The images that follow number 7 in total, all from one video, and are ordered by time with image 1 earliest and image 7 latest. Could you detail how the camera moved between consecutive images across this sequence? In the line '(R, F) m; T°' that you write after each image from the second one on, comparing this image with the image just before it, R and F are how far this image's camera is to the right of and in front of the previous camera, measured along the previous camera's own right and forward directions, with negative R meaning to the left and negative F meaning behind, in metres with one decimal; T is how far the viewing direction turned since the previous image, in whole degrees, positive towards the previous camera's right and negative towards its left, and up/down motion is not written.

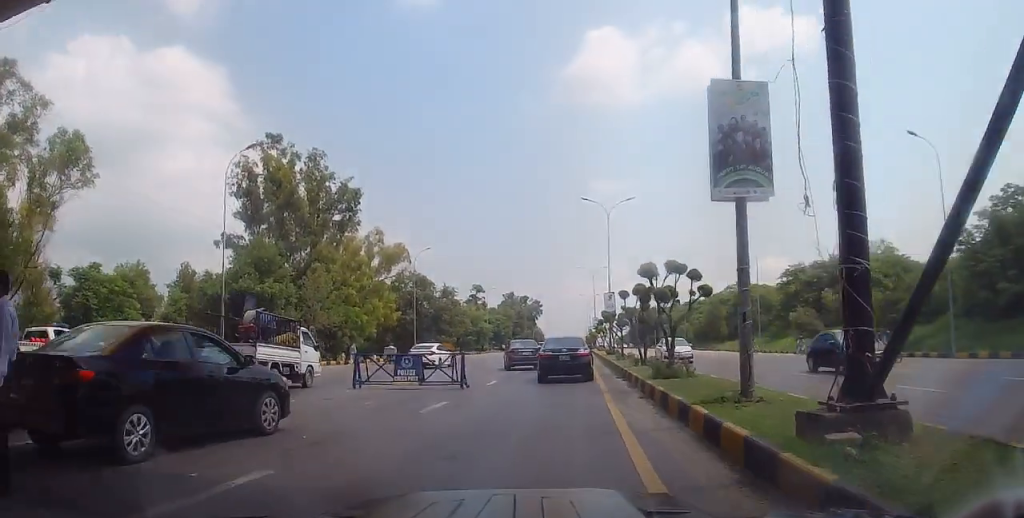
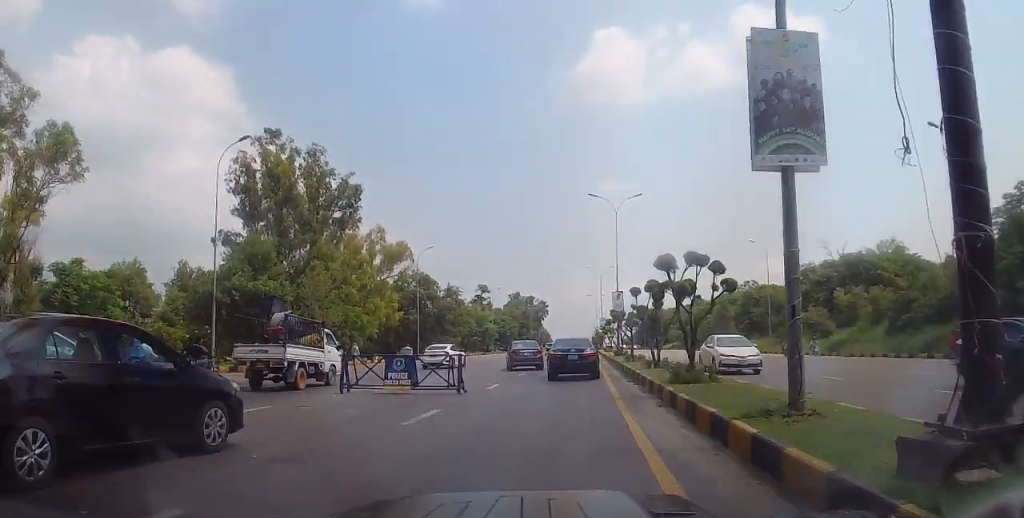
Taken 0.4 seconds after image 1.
(-0.1, +1.5) m; -2°
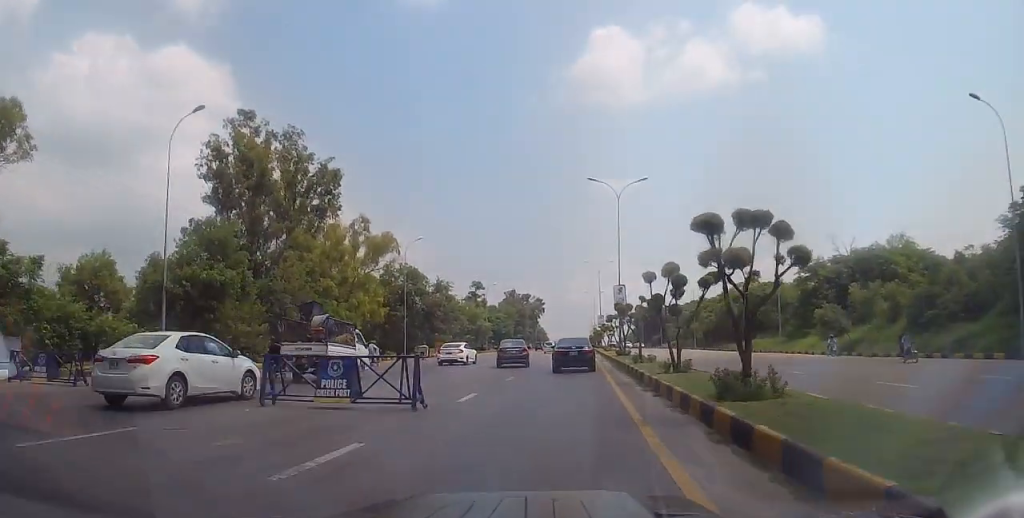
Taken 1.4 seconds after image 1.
(-0.1, +3.8) m; -1°
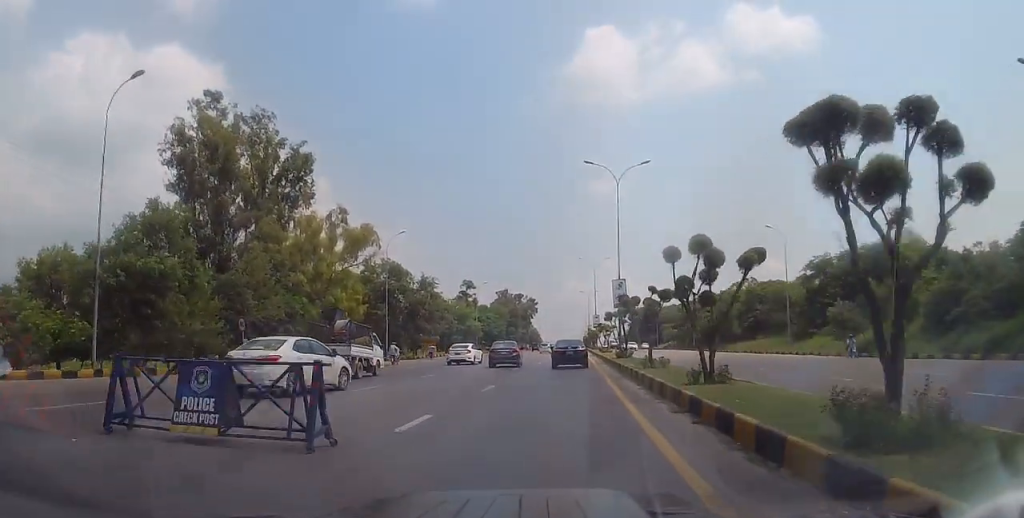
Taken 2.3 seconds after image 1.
(0.0, +4.1) m; +3°
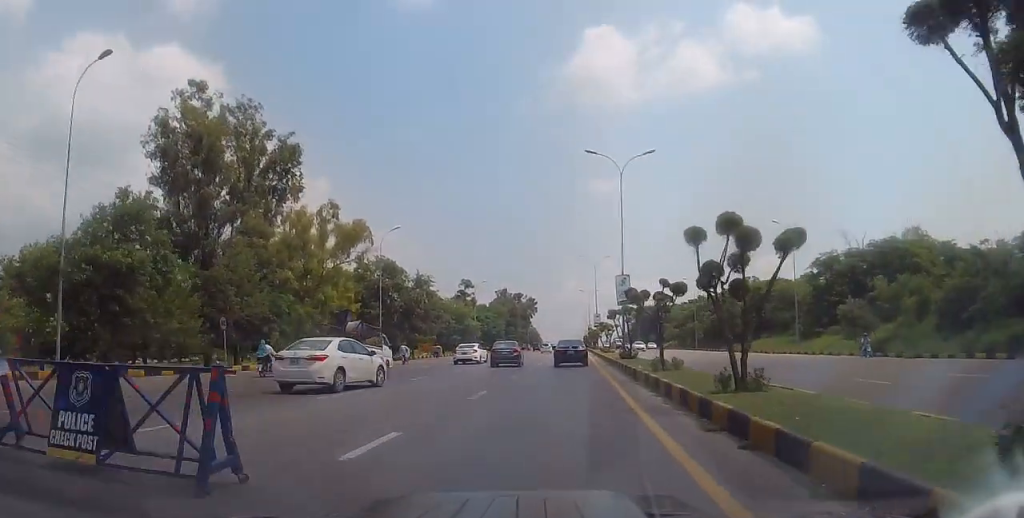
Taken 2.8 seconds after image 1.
(-0.1, +2.2) m; +3°
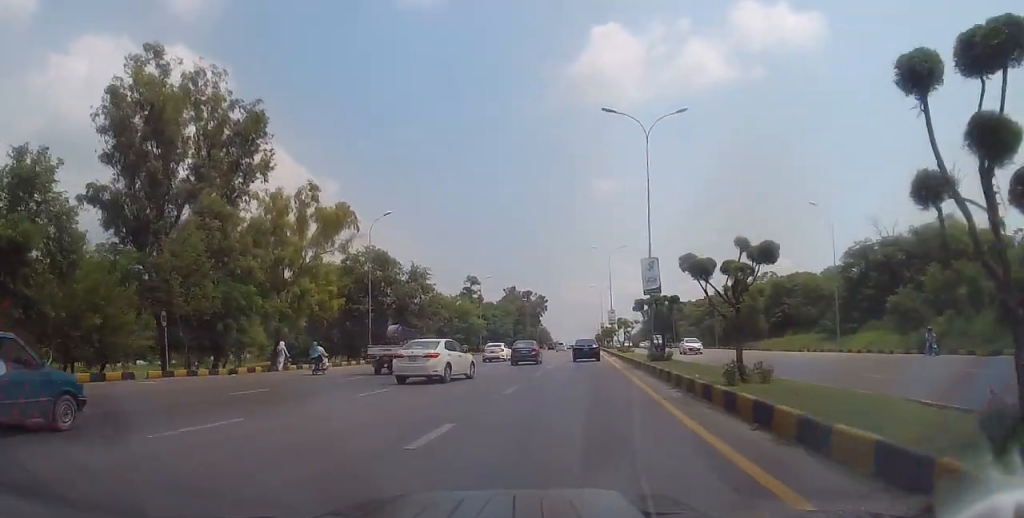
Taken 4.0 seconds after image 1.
(+0.3, +7.0) m; -4°
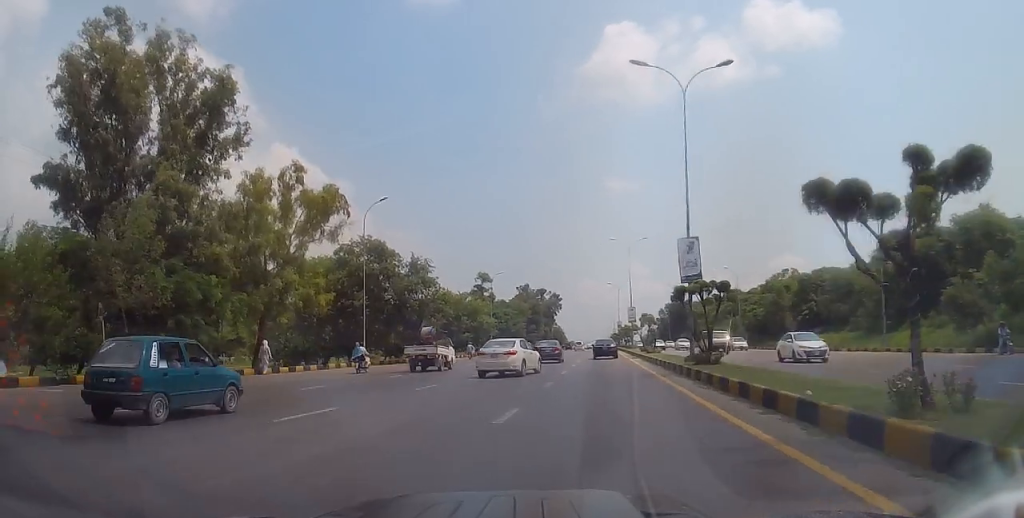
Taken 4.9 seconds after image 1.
(-0.8, +5.8) m; -1°
